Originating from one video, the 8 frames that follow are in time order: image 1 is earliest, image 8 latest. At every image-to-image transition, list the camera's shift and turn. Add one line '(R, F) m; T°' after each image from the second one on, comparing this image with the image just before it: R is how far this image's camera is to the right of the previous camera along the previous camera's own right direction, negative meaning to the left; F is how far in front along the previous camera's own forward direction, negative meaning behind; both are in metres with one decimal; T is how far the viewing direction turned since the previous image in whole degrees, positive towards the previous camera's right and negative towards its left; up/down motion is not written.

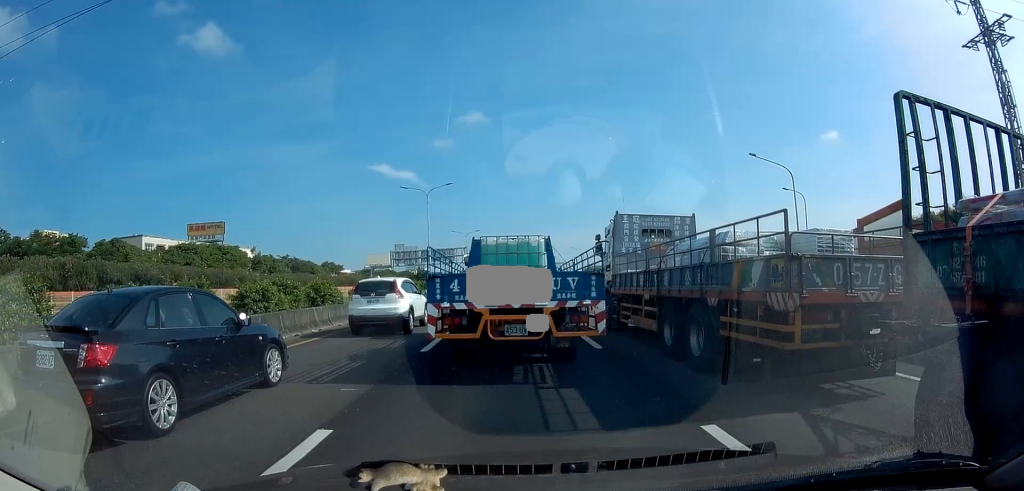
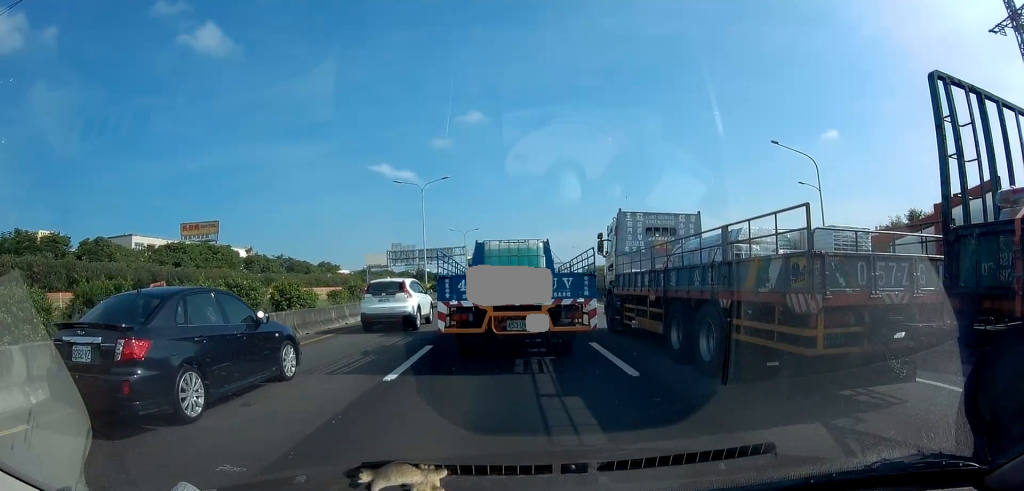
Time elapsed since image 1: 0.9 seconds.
(0.0, +3.1) m; 0°
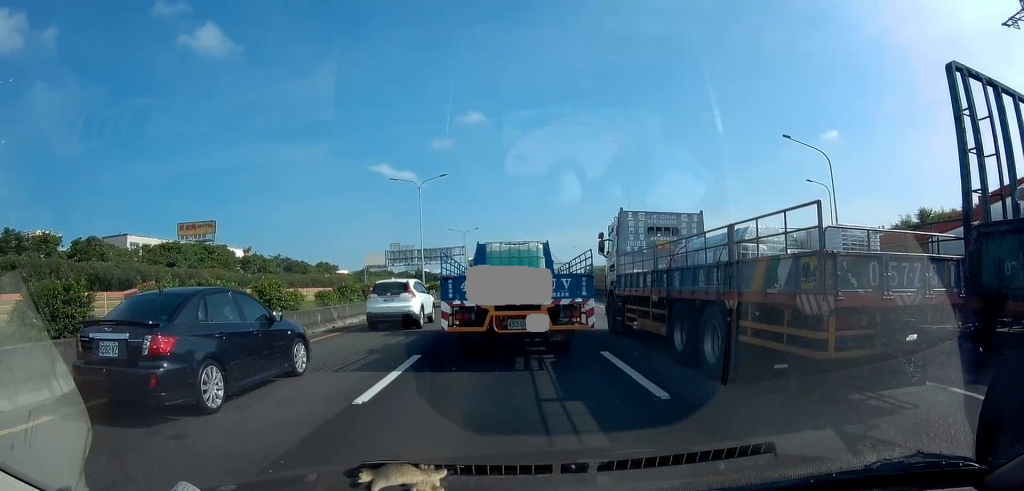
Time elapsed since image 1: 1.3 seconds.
(0.0, +1.5) m; 0°
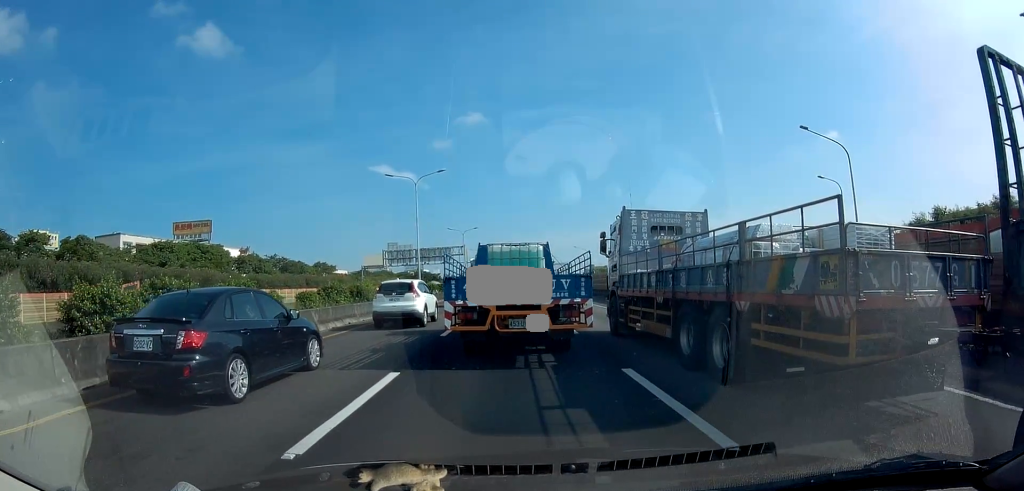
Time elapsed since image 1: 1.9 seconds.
(0.0, +2.0) m; 0°
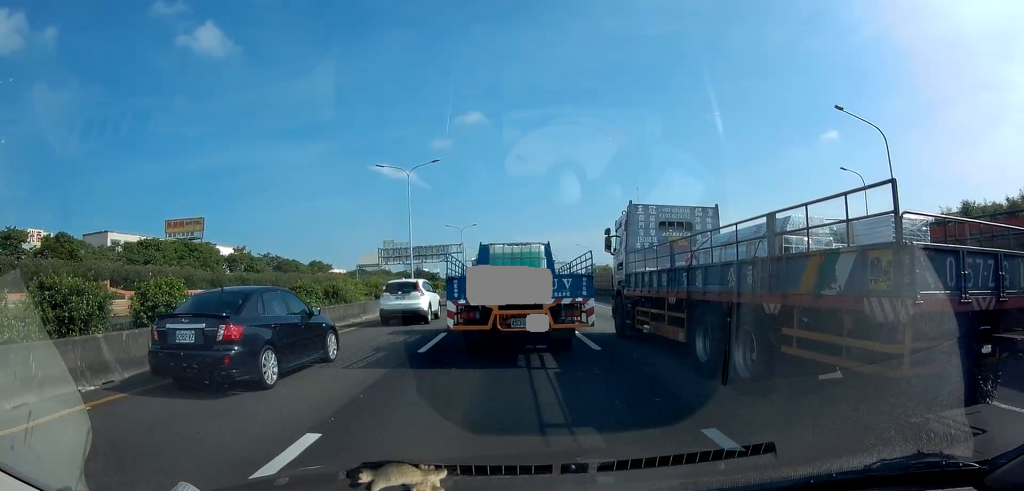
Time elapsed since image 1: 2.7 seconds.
(0.0, +3.3) m; 0°
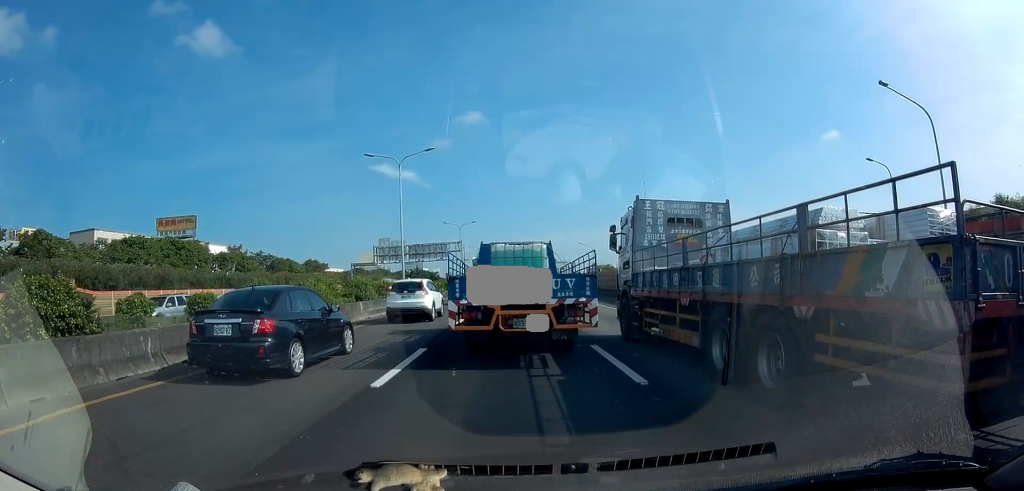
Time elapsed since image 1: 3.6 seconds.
(0.0, +3.5) m; 0°
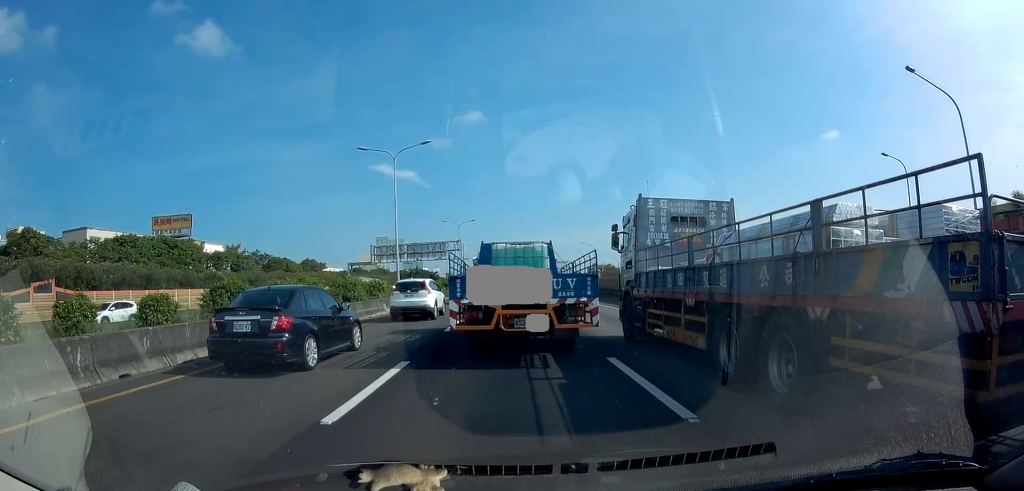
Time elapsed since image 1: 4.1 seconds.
(0.0, +1.9) m; 0°
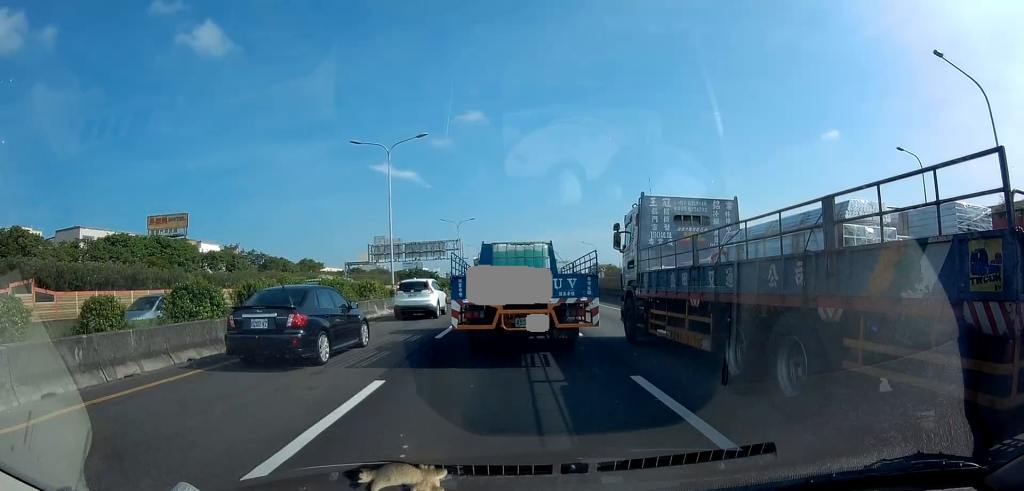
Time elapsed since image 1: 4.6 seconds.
(0.0, +1.8) m; 0°
